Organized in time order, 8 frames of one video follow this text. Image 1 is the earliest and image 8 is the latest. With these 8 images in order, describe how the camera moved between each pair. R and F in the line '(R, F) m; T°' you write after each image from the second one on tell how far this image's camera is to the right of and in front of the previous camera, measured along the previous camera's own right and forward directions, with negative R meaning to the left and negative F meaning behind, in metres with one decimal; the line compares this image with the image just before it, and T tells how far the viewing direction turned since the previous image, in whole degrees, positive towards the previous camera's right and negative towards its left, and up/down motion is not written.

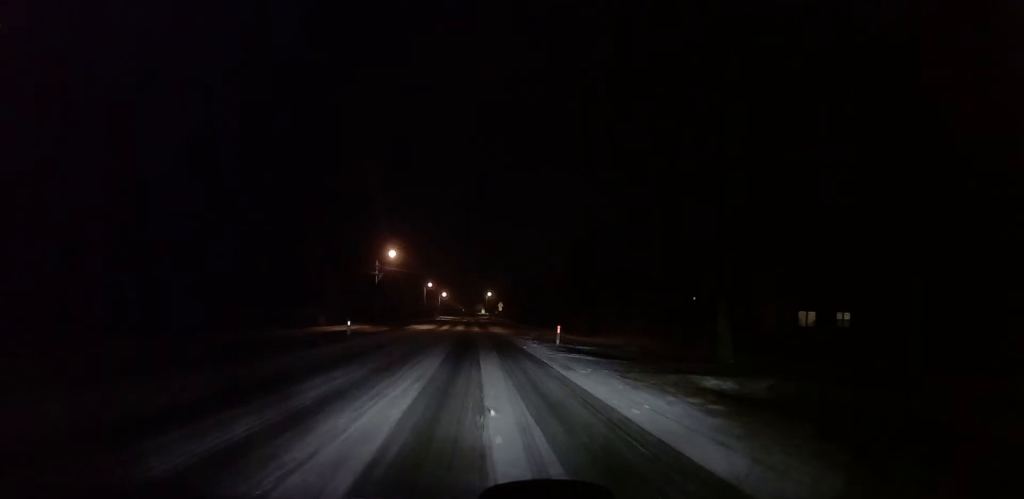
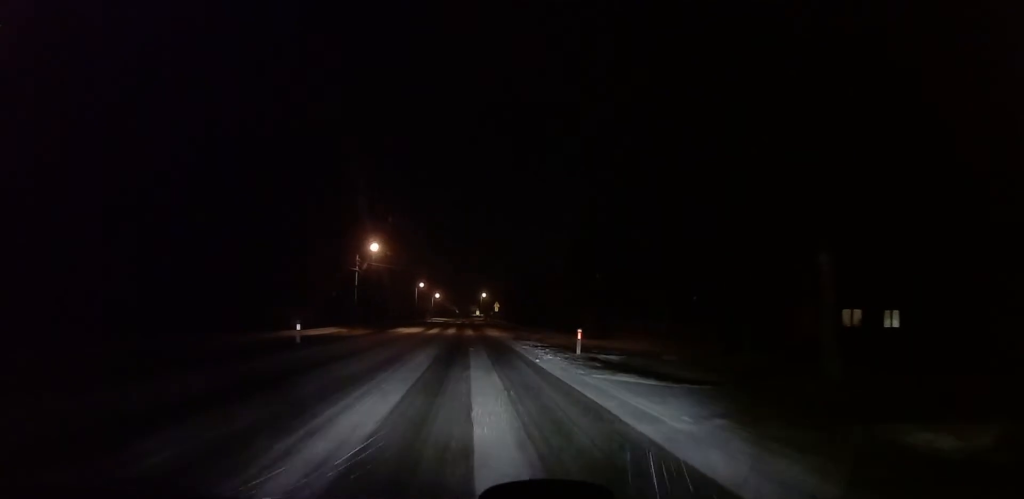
(+0.6, +8.0) m; -1°
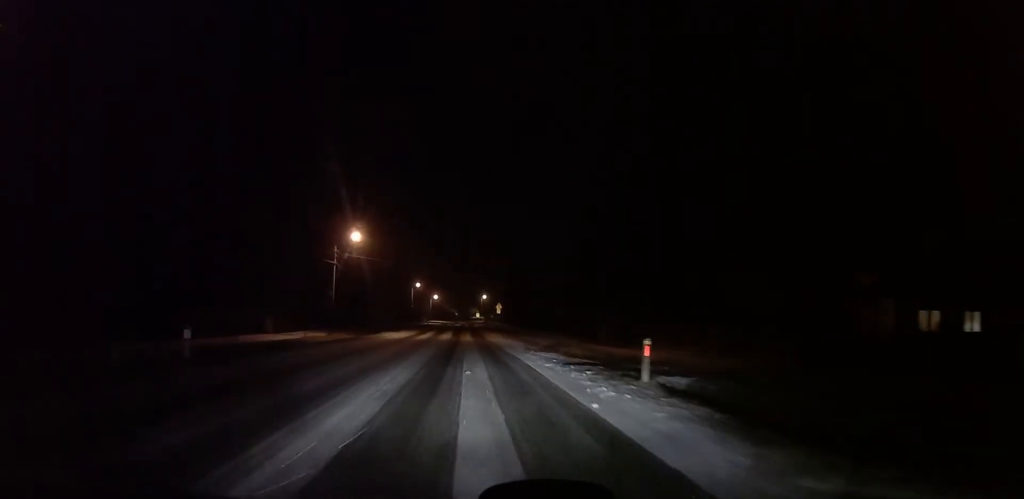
(-0.8, +9.3) m; 0°
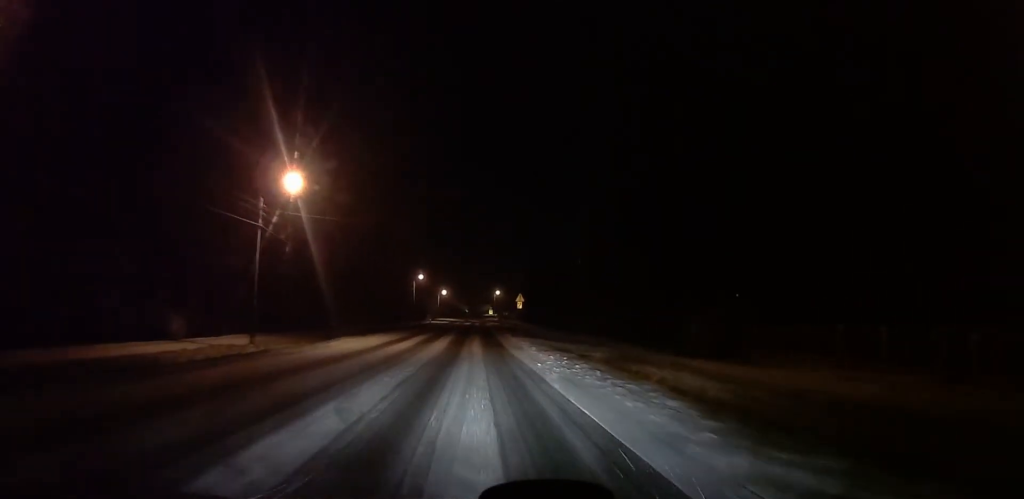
(+1.0, +20.4) m; +4°
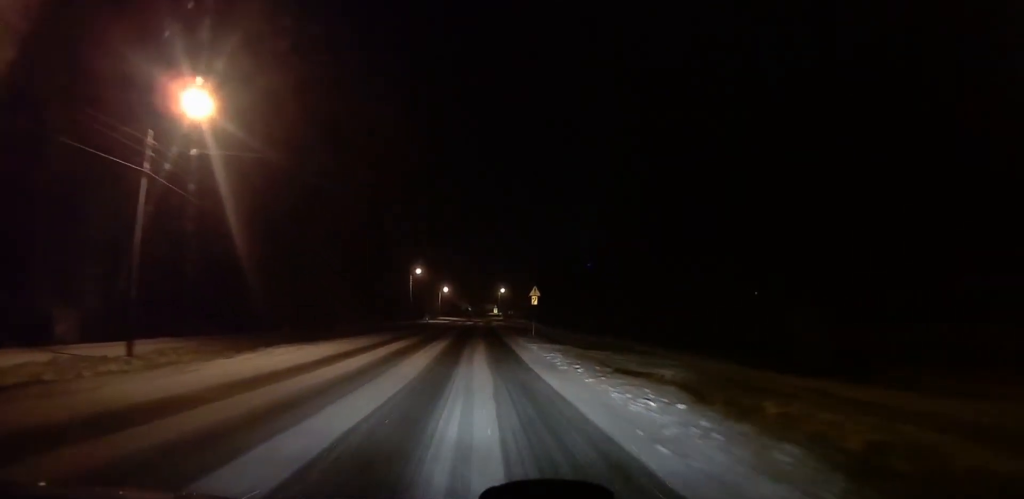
(0.0, +12.2) m; -3°
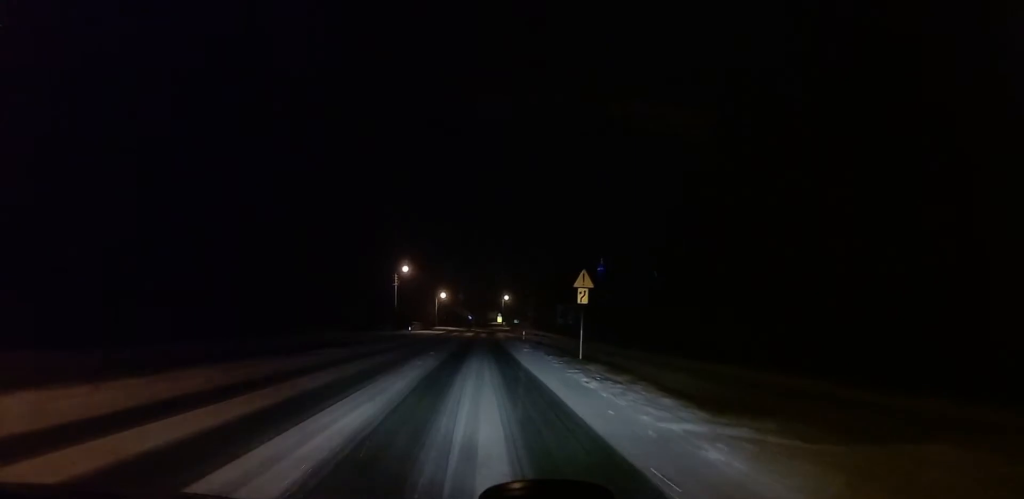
(-0.9, +20.8) m; -1°
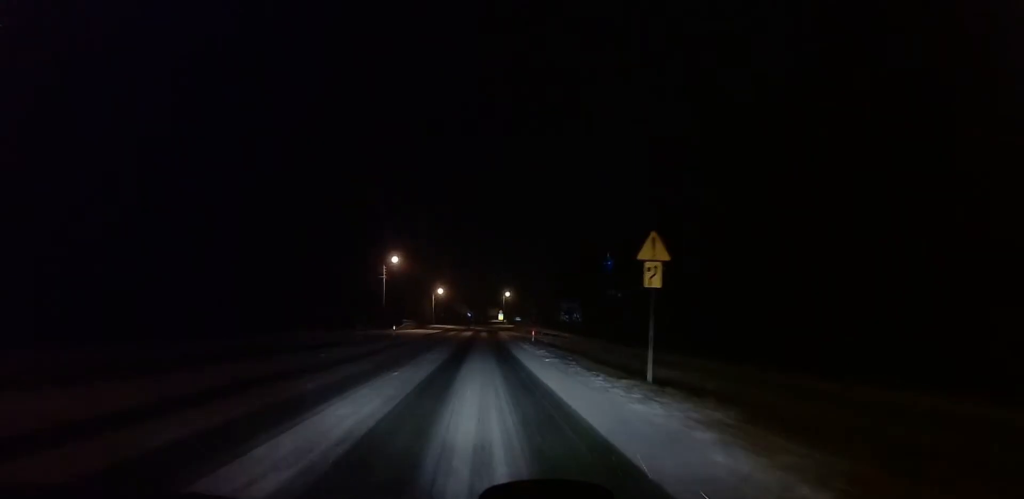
(+0.1, +10.3) m; 0°
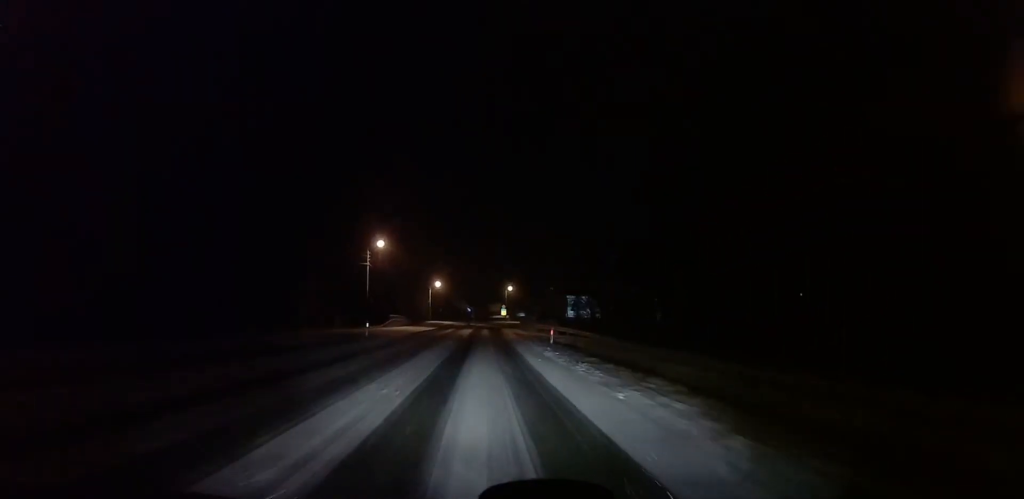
(-0.1, +11.9) m; 0°
